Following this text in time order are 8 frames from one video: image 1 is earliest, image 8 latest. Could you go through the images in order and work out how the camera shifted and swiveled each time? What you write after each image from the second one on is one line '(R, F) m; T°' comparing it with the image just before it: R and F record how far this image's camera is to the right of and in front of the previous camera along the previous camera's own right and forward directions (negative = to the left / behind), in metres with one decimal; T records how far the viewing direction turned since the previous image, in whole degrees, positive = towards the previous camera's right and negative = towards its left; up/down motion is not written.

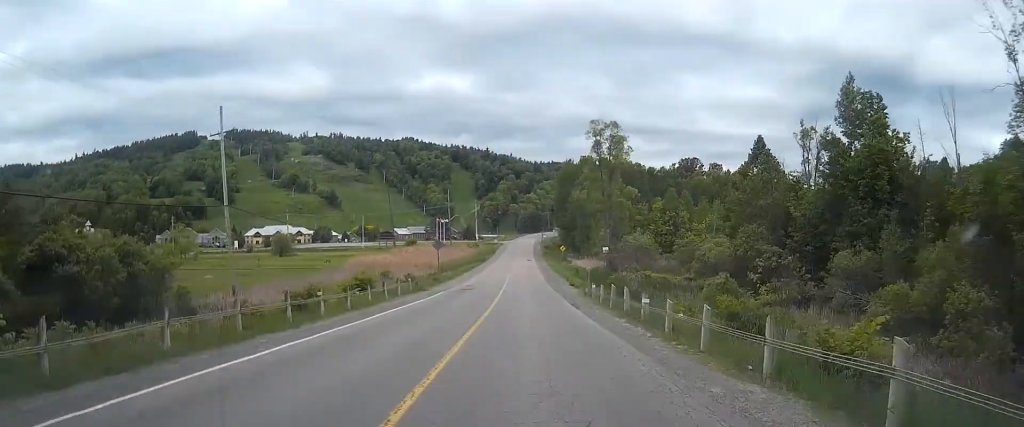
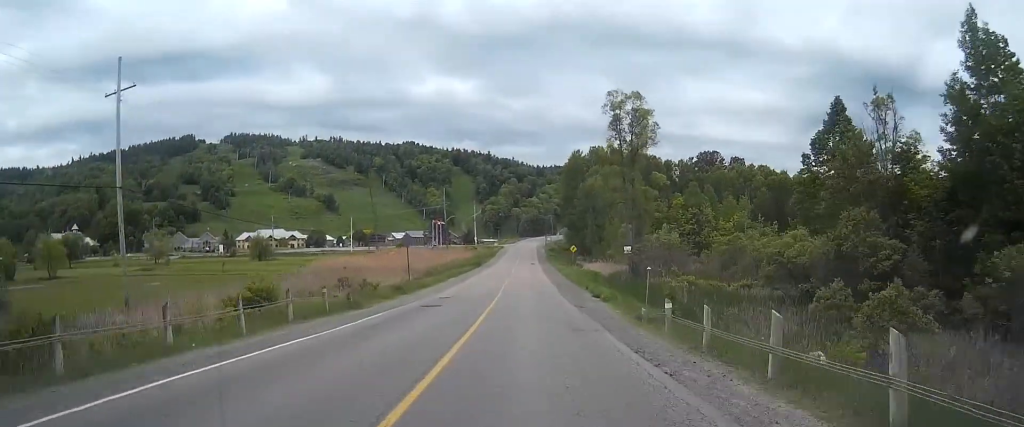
(-0.4, +18.0) m; -2°
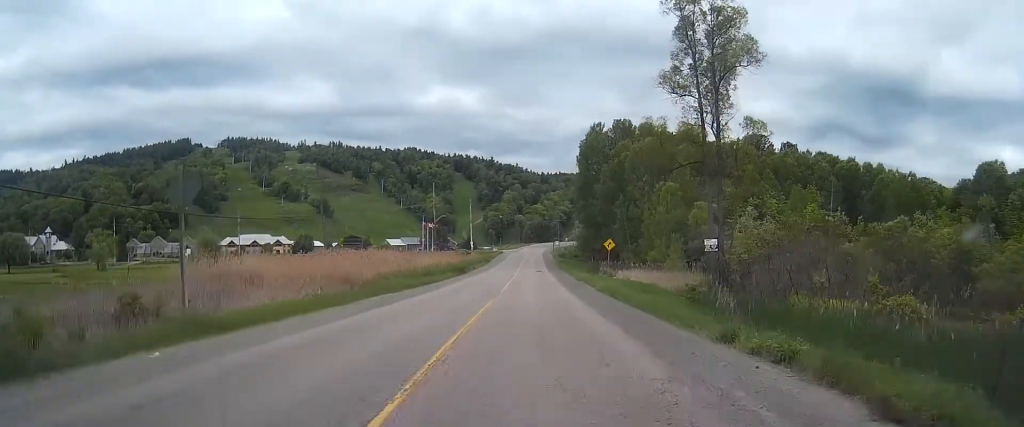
(-0.8, +32.5) m; -2°
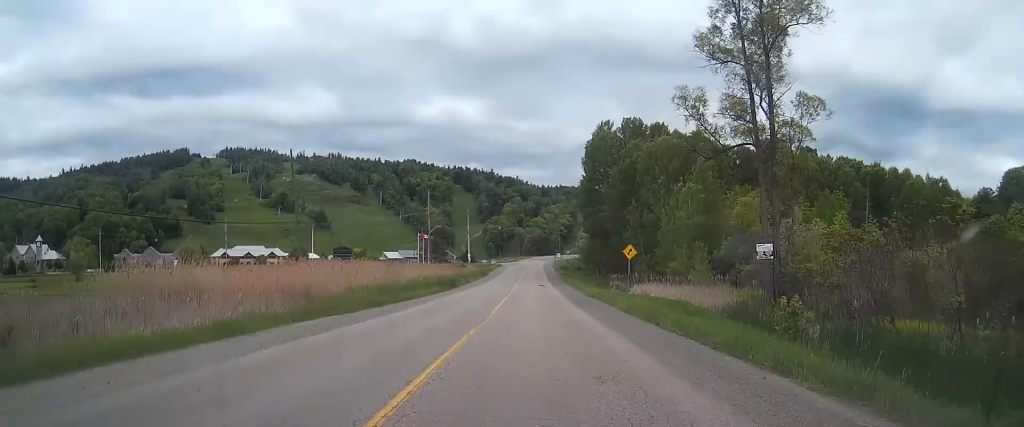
(0.0, +9.5) m; 0°
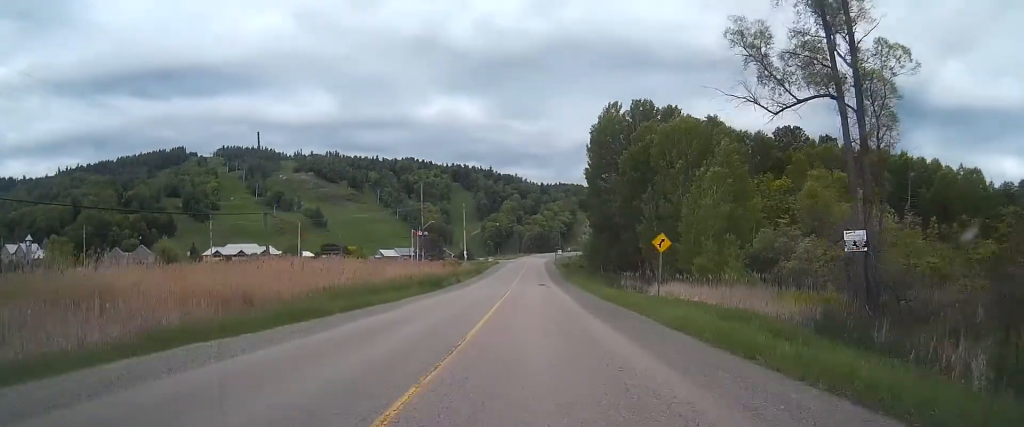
(+0.1, +9.5) m; 0°
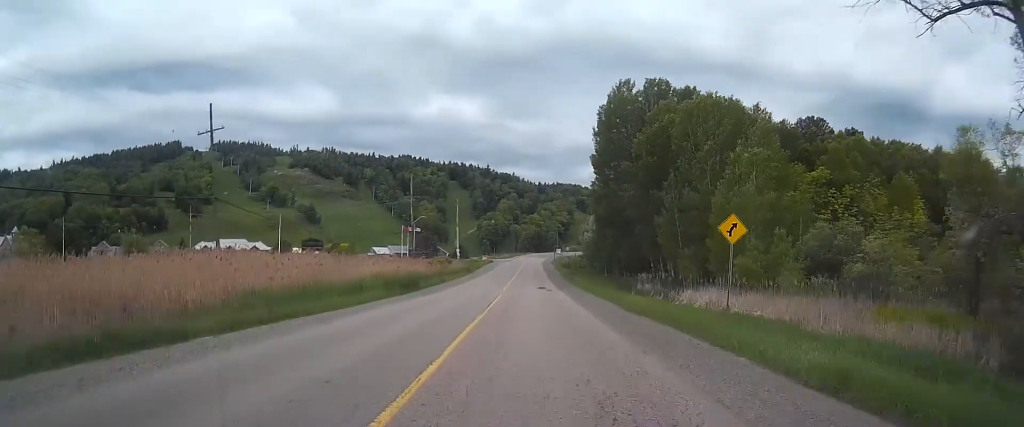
(-0.2, +10.6) m; 0°
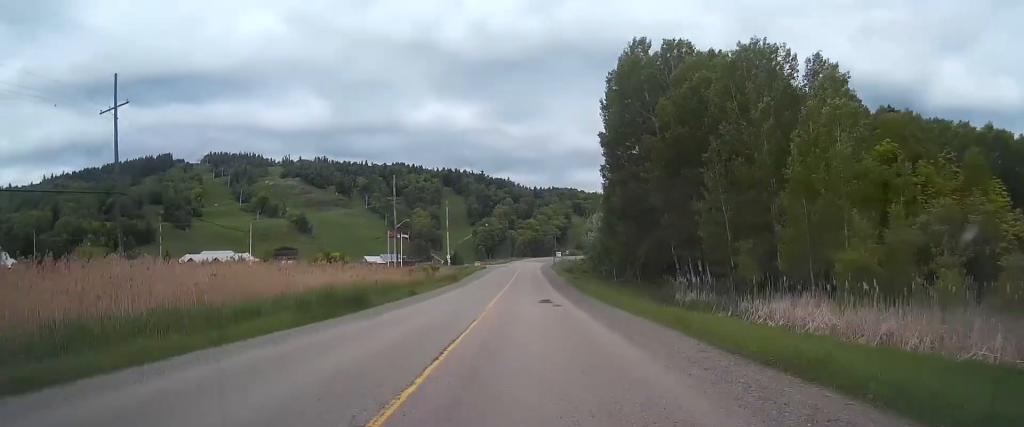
(-0.1, +14.3) m; 0°
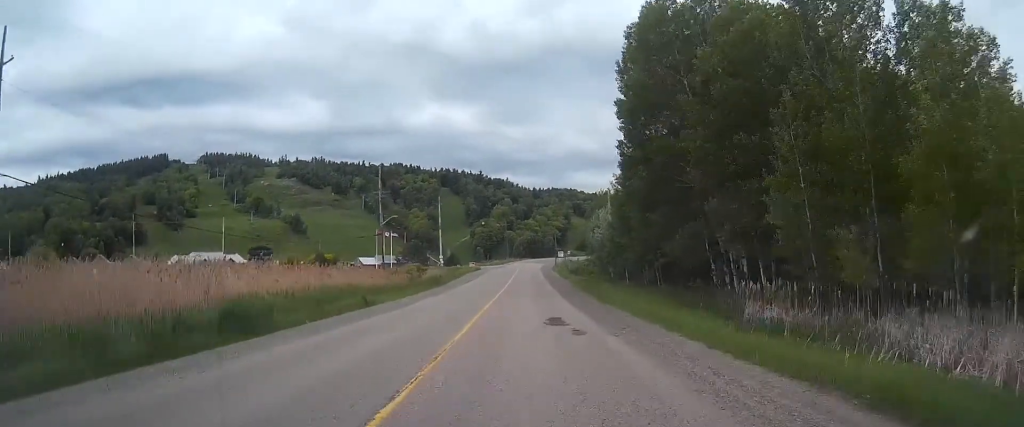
(0.0, +12.7) m; +1°
